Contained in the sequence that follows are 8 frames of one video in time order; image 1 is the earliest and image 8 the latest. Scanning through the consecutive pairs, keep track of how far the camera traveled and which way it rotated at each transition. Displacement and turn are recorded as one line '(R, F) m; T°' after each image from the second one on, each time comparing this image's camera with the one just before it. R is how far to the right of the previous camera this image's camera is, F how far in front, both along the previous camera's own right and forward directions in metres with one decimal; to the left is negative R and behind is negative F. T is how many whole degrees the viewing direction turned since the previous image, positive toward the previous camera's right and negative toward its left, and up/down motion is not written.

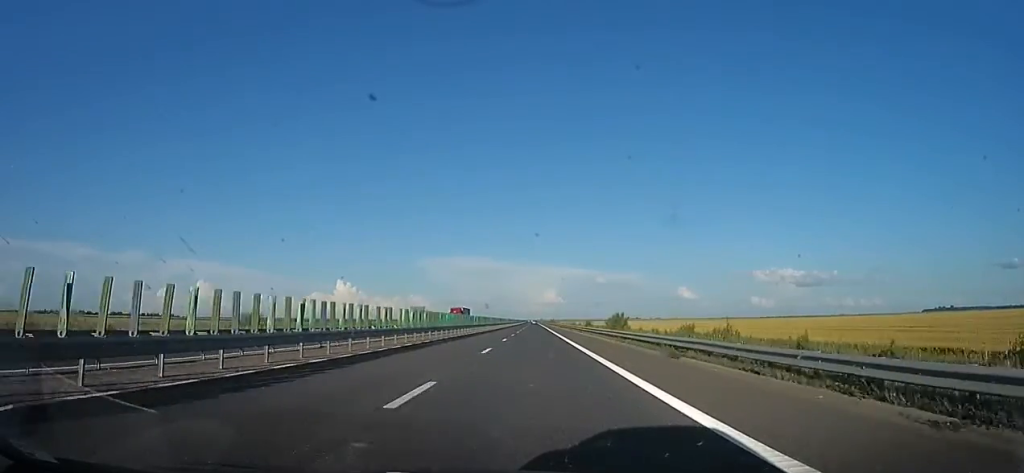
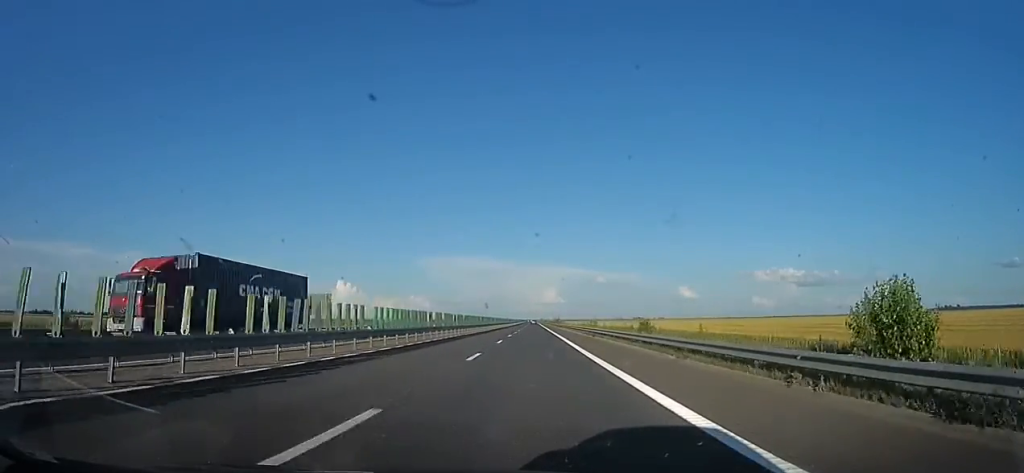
(+1.2, +51.0) m; 0°
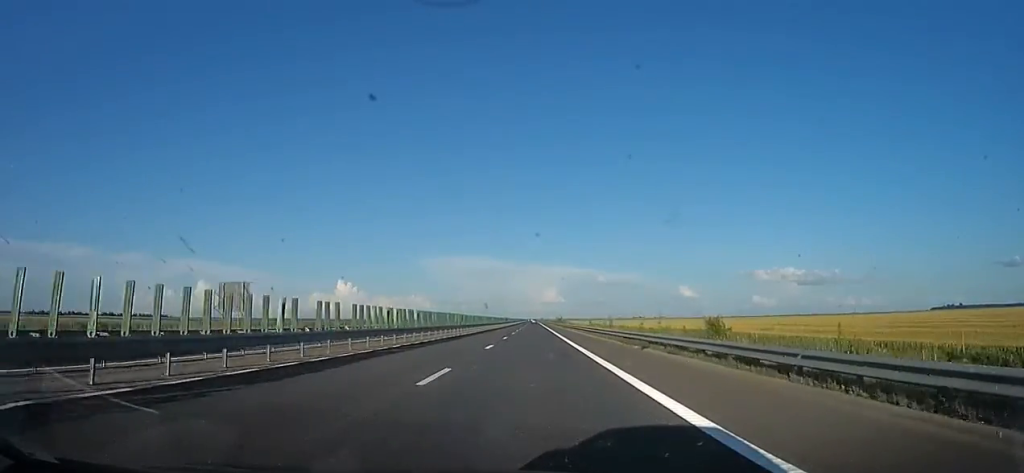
(-0.6, +18.4) m; -1°
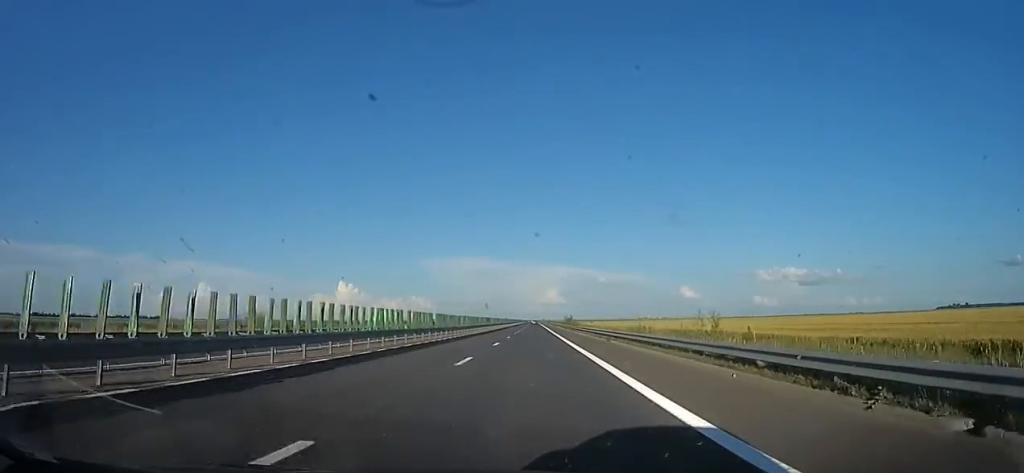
(-0.3, +43.6) m; 0°
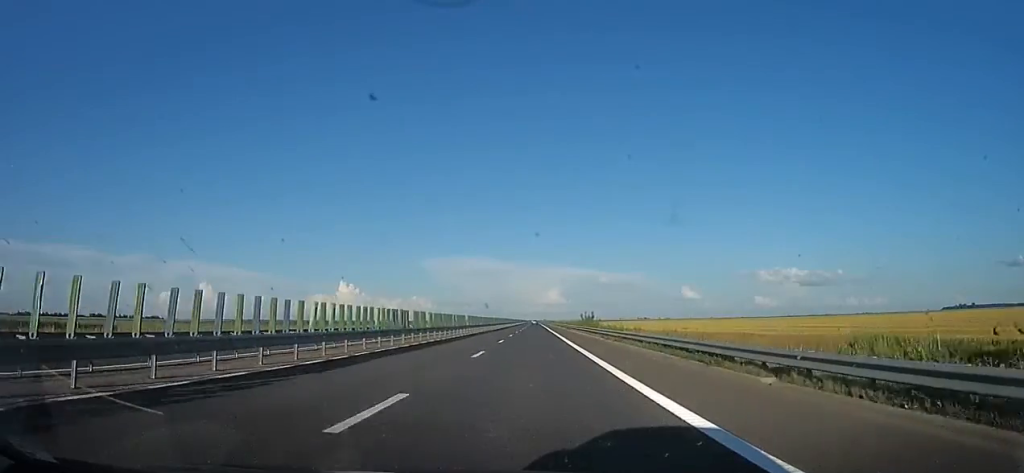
(-0.1, +44.2) m; 0°
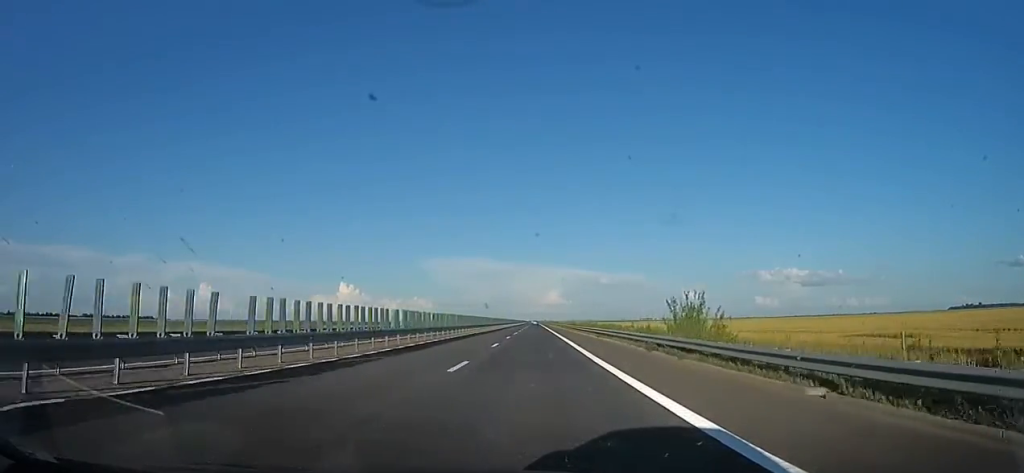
(-0.1, +52.7) m; 0°
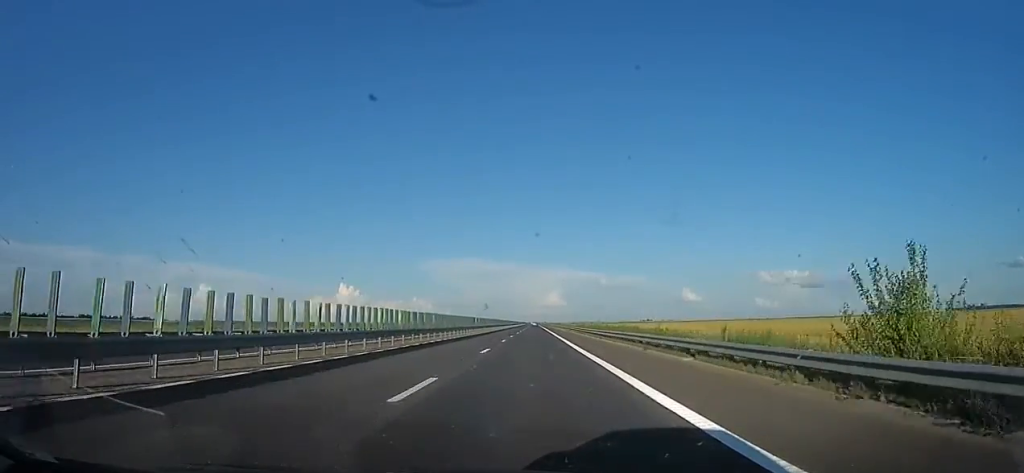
(0.0, +16.9) m; 0°
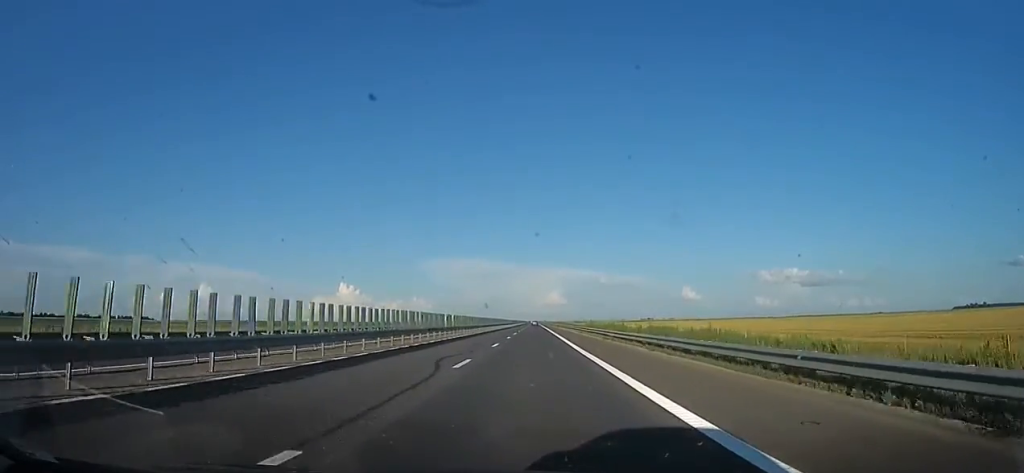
(0.0, +18.1) m; 0°
